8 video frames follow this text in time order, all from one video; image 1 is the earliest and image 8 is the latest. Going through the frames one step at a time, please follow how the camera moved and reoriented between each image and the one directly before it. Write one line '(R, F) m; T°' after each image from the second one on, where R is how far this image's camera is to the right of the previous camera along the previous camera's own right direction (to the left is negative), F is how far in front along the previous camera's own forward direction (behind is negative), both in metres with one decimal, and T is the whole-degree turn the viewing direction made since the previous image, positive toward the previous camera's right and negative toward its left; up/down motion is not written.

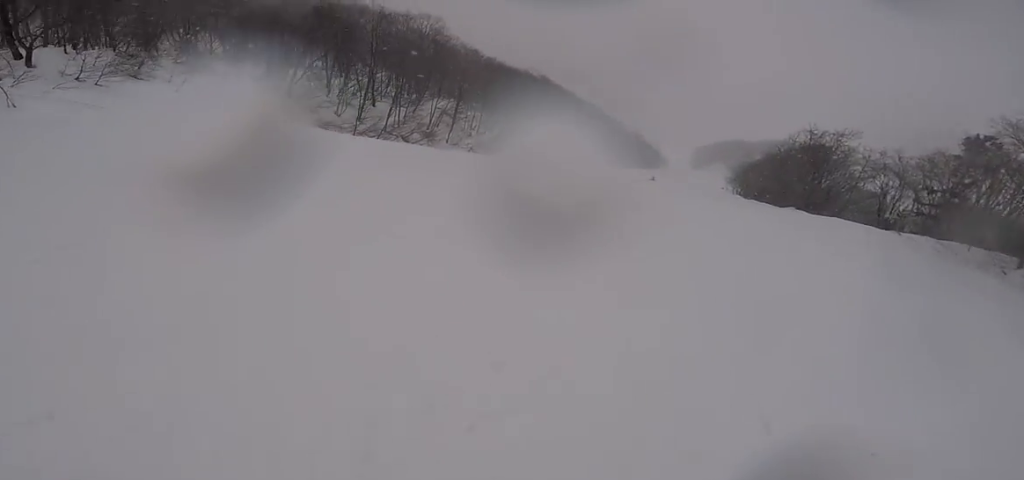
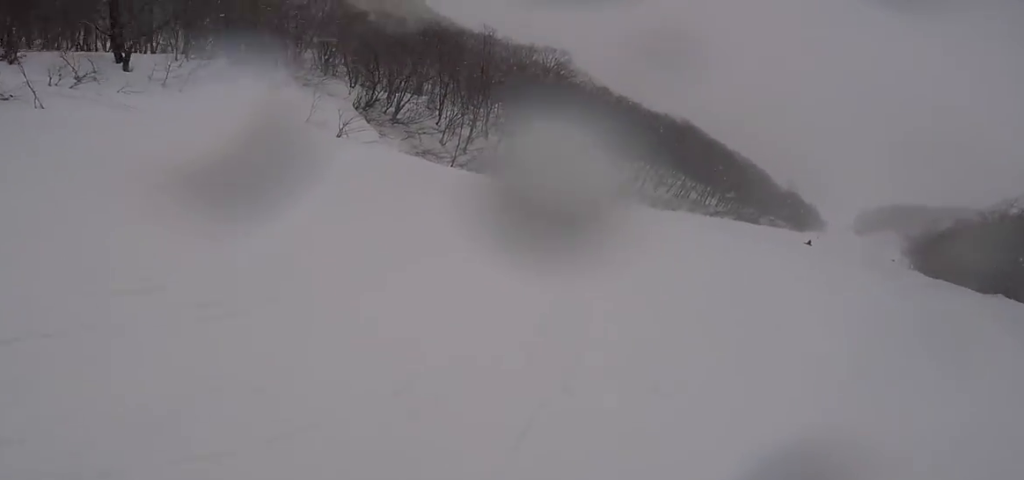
(-1.0, +5.2) m; -24°
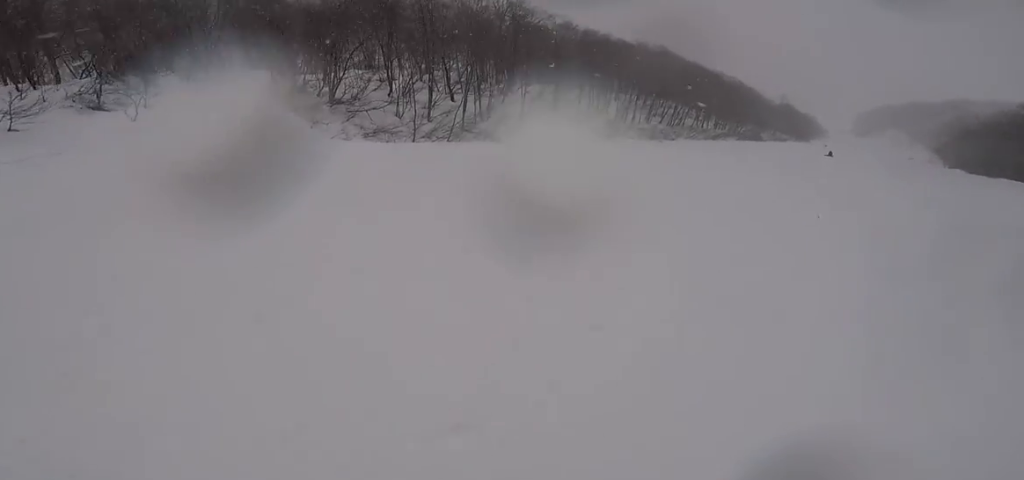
(-1.4, +6.0) m; -2°
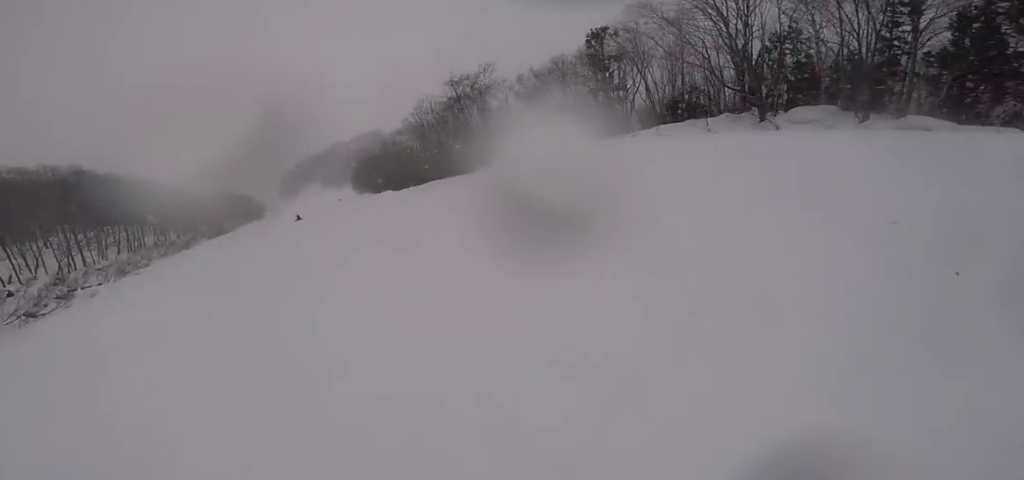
(+4.0, +8.1) m; +50°
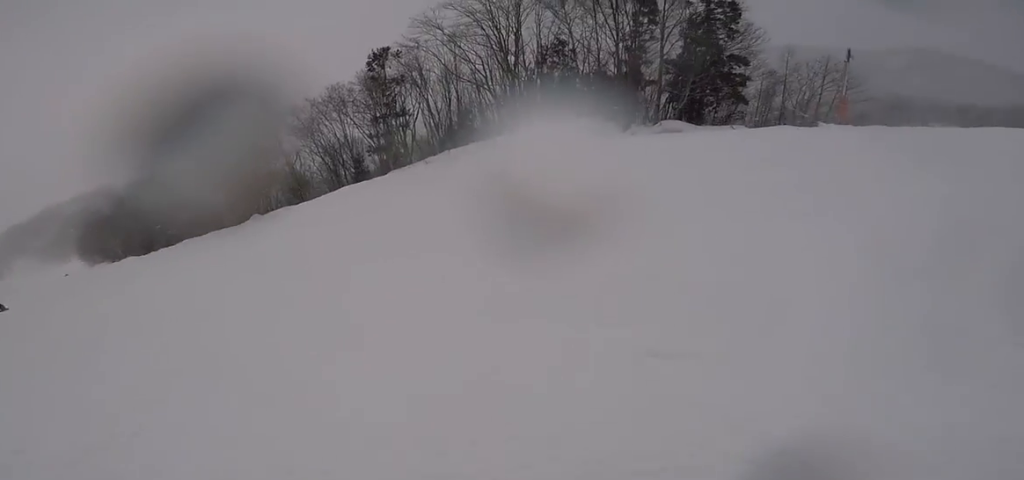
(+0.9, +4.4) m; +18°
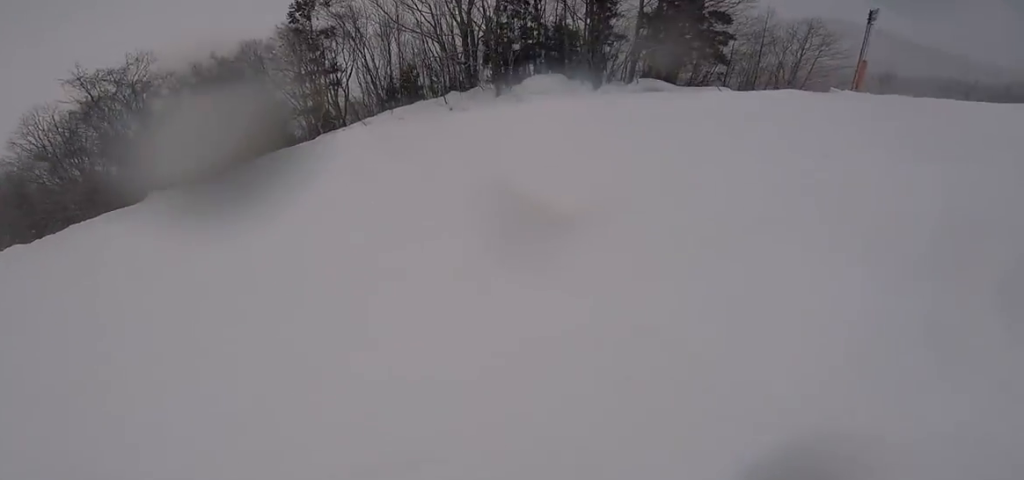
(+0.5, +4.3) m; +7°
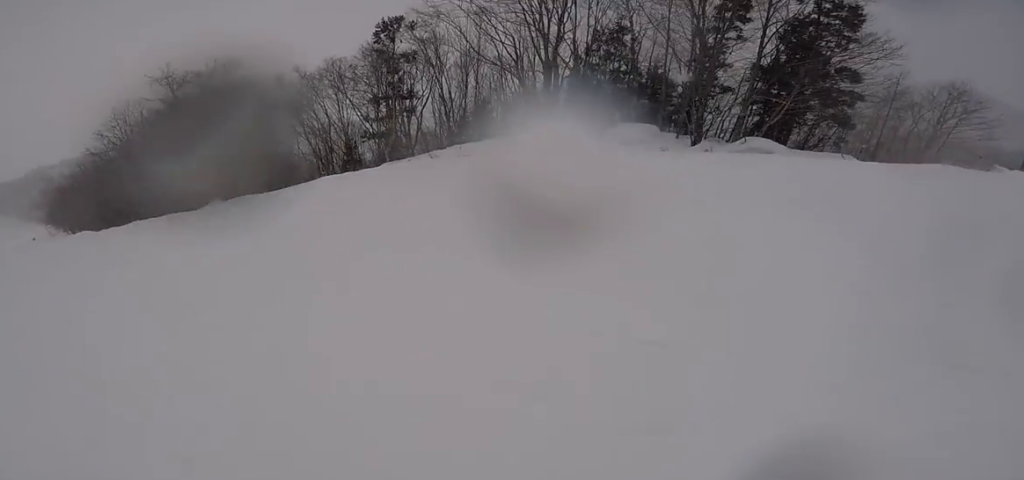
(+0.3, +2.6) m; -1°
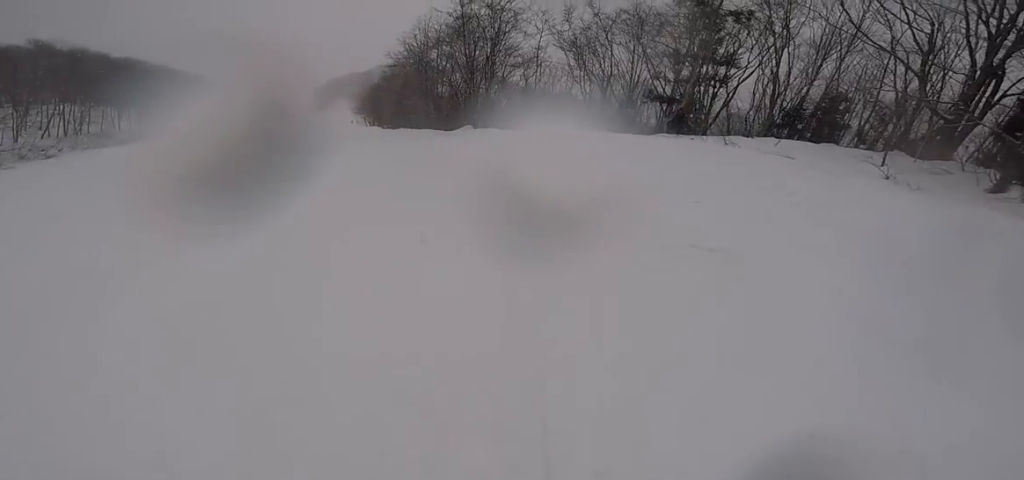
(-0.4, +5.3) m; -18°
